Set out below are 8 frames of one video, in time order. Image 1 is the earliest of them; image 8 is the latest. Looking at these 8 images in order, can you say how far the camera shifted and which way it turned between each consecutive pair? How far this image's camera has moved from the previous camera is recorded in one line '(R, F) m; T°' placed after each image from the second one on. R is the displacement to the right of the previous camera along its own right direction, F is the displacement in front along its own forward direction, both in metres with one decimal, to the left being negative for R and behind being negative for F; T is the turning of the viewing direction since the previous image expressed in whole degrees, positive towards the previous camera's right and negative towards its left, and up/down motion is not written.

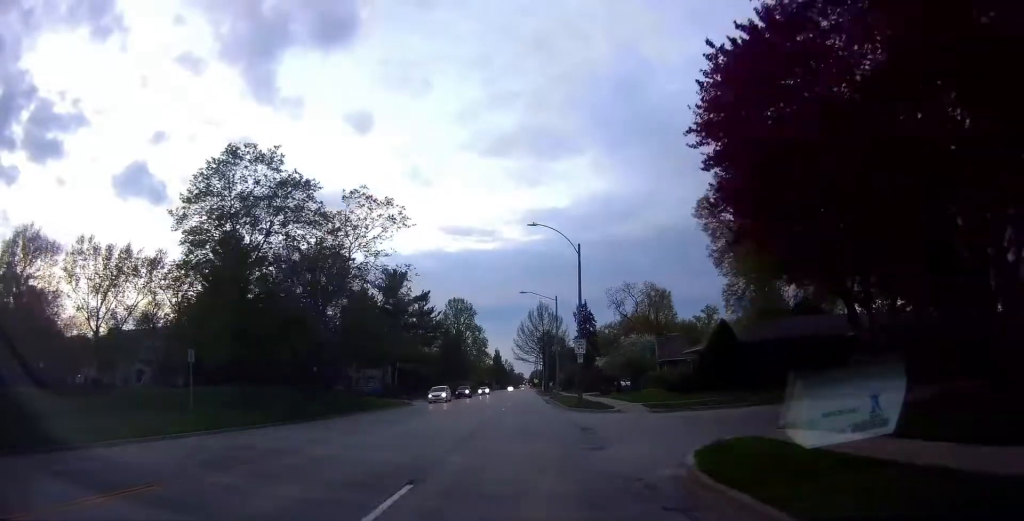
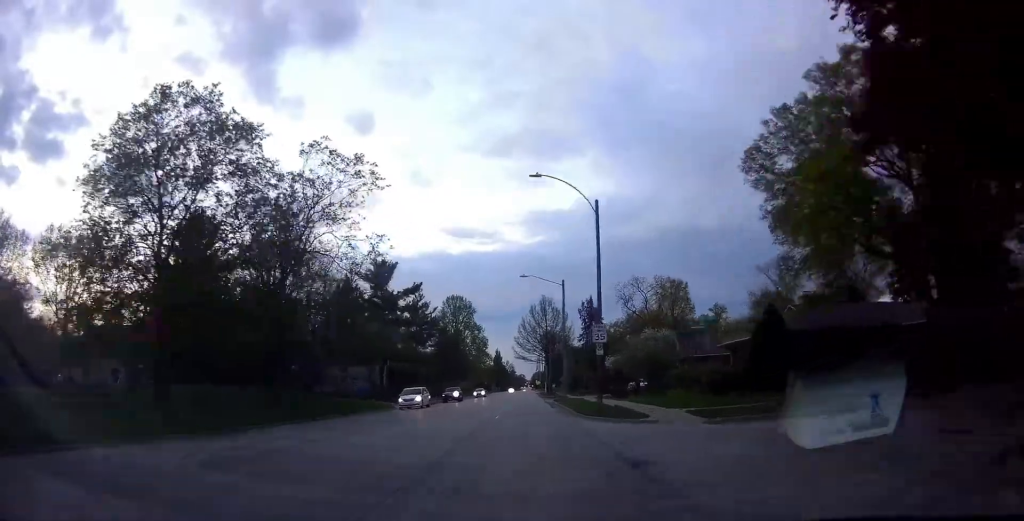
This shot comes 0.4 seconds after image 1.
(0.0, +7.6) m; 0°
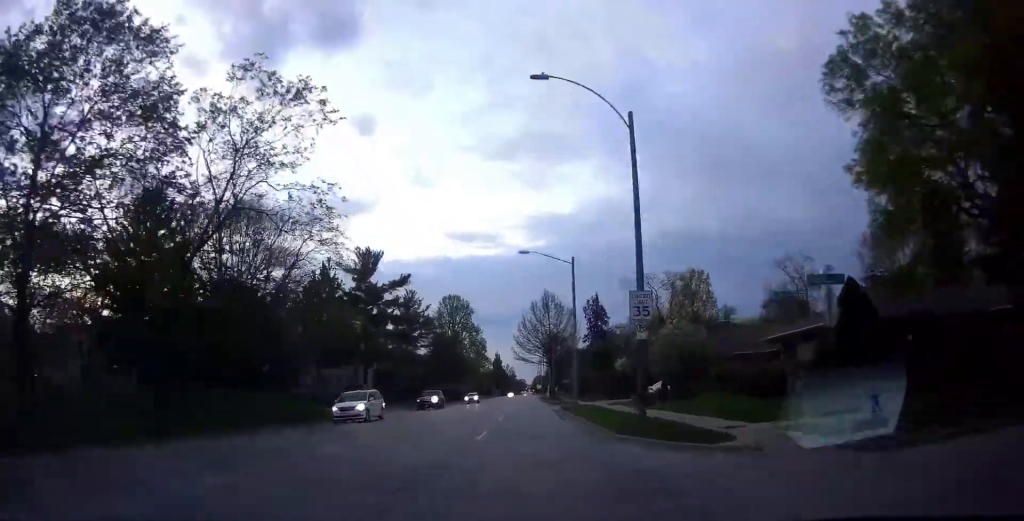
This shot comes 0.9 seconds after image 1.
(0.0, +8.9) m; 0°
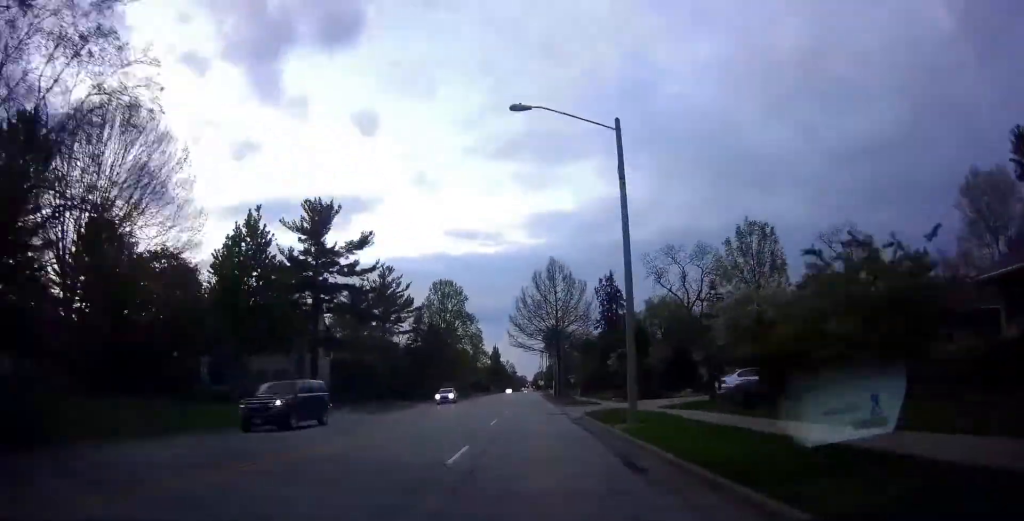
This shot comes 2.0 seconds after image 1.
(0.0, +18.8) m; 0°
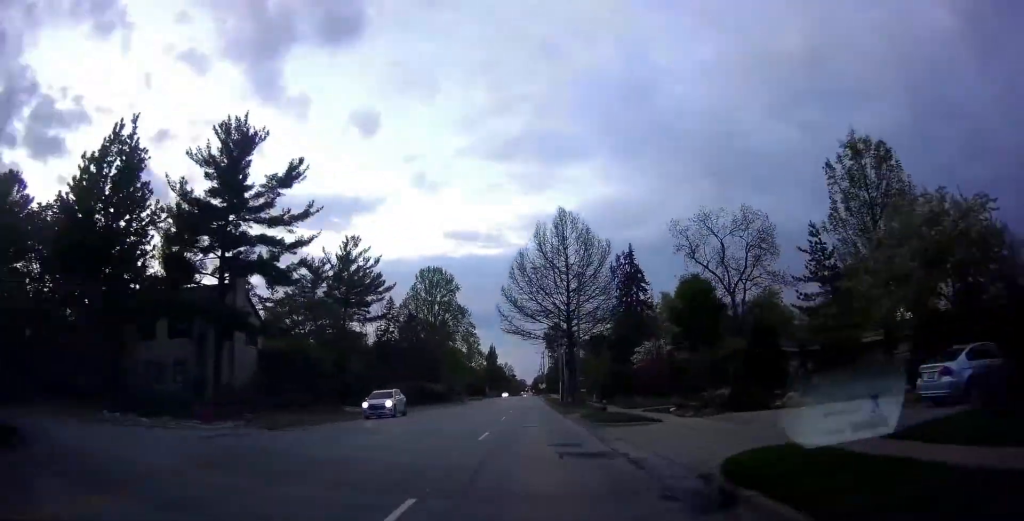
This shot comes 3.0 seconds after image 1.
(0.0, +18.0) m; 0°
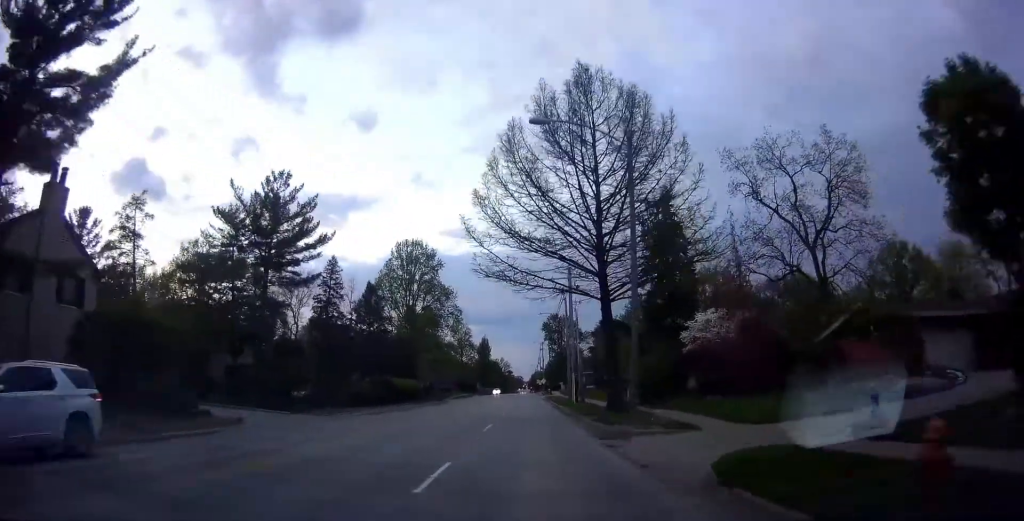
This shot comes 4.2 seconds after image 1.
(0.0, +20.9) m; 0°
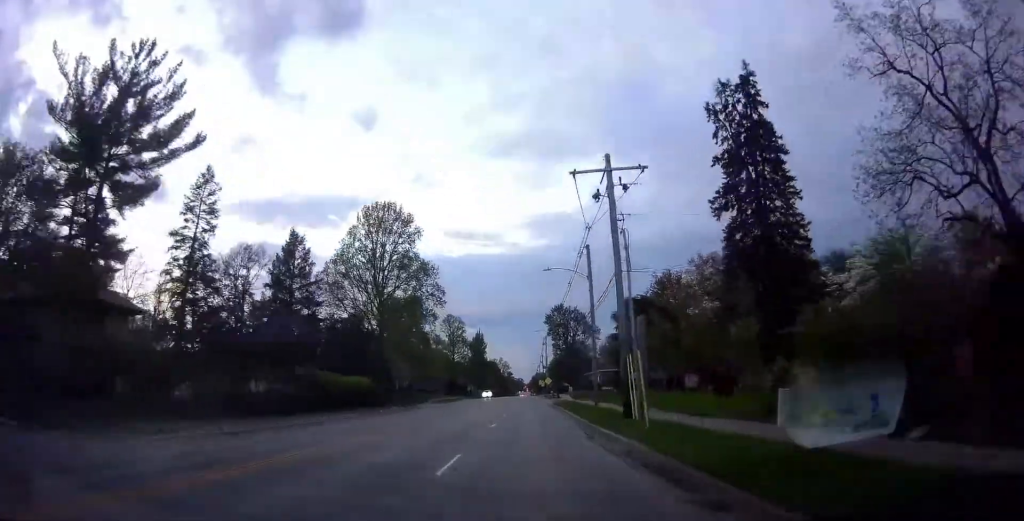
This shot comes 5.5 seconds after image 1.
(-0.1, +22.8) m; -3°
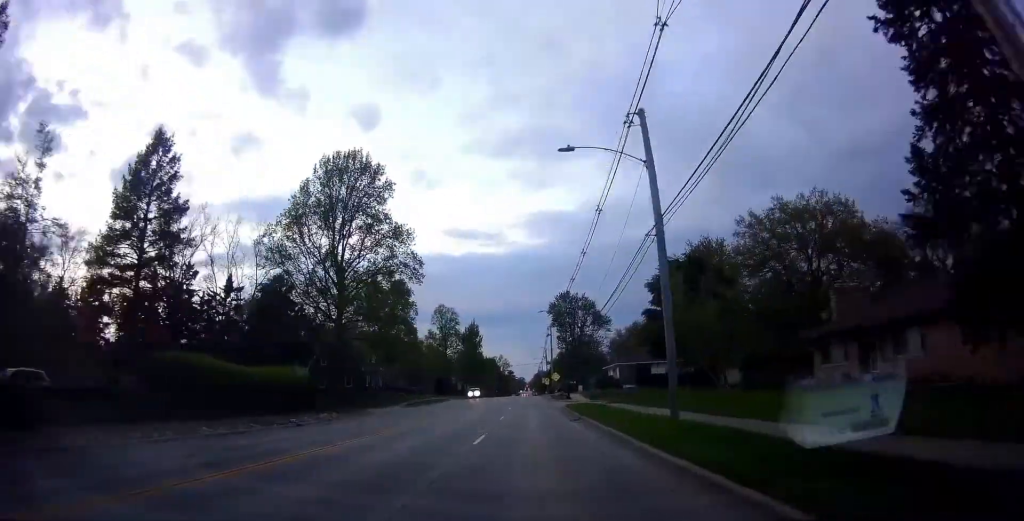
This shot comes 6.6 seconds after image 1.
(-0.7, +18.6) m; 0°
